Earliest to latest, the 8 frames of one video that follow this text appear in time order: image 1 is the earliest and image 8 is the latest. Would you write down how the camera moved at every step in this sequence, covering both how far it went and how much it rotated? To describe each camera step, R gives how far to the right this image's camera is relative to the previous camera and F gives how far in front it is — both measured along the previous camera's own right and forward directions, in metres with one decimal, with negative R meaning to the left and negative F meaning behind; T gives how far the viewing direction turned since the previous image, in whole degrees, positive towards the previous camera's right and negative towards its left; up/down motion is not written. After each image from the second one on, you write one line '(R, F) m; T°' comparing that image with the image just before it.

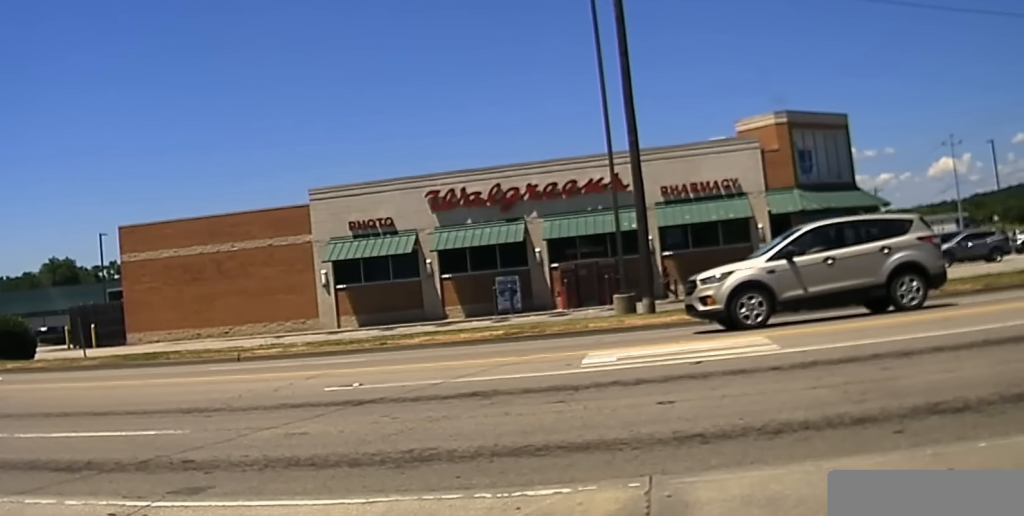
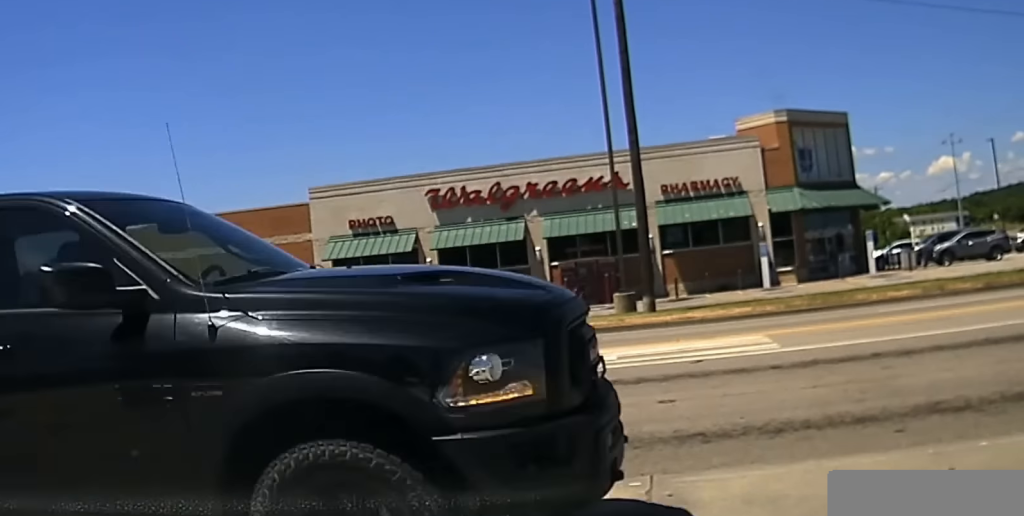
(+0.1, +1.1) m; 0°
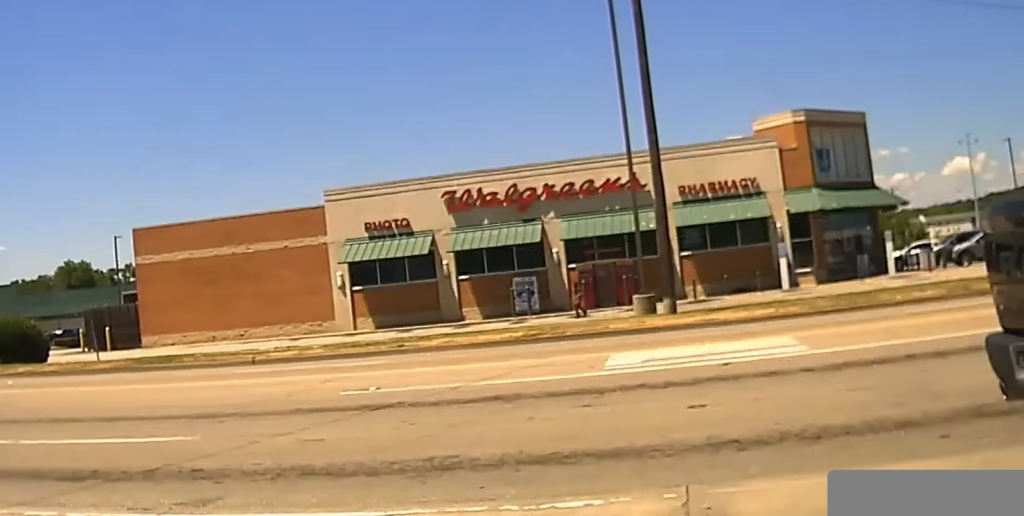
(-0.3, +0.9) m; -9°
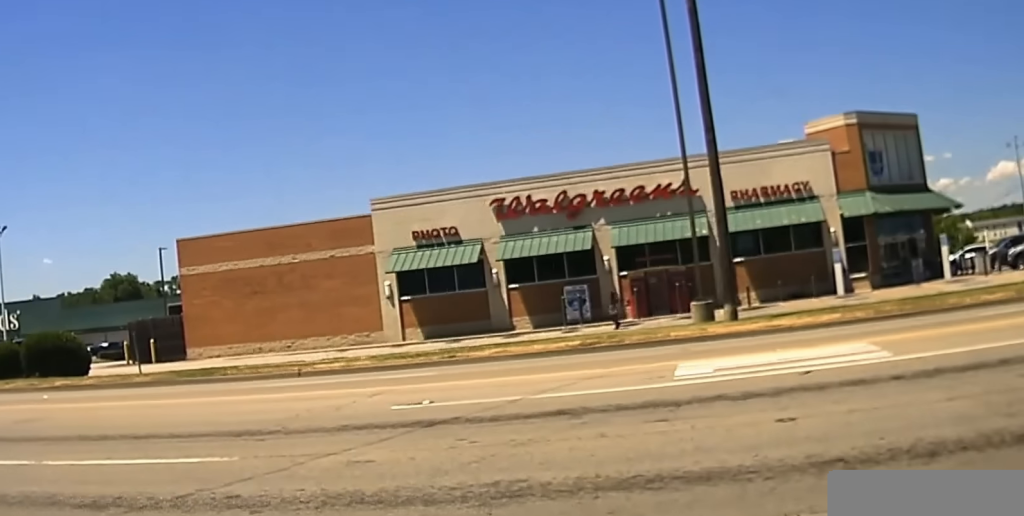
(-0.2, +0.8) m; -9°
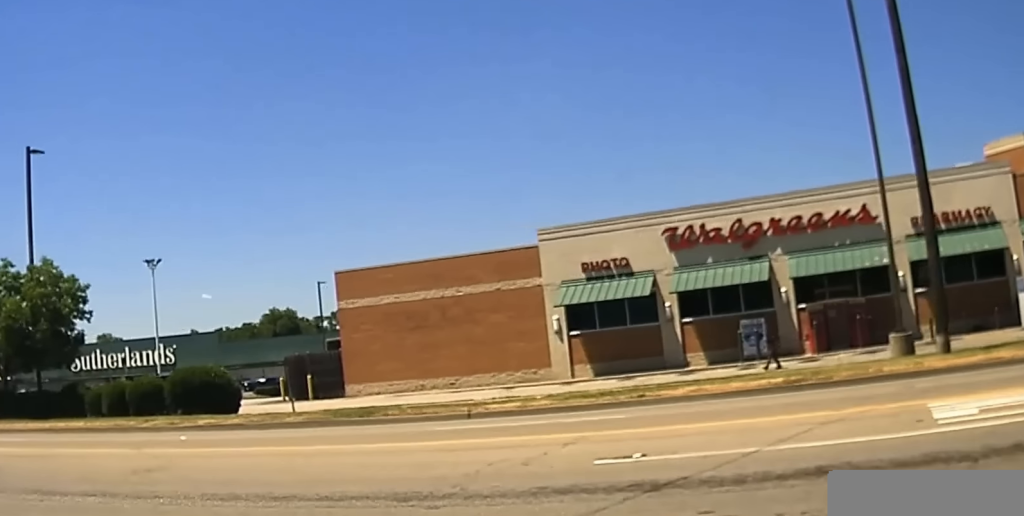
(+0.1, +2.1) m; -6°
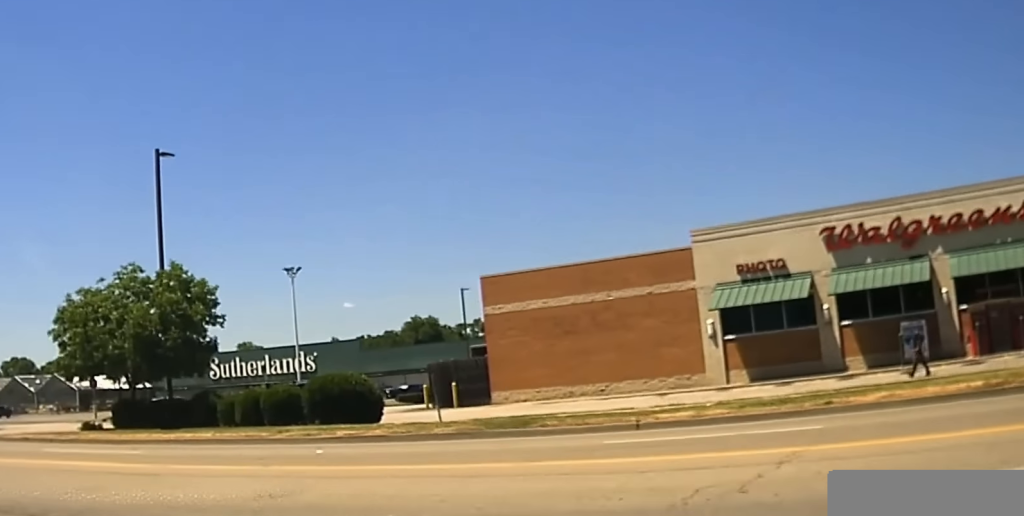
(+0.1, +1.5) m; -5°
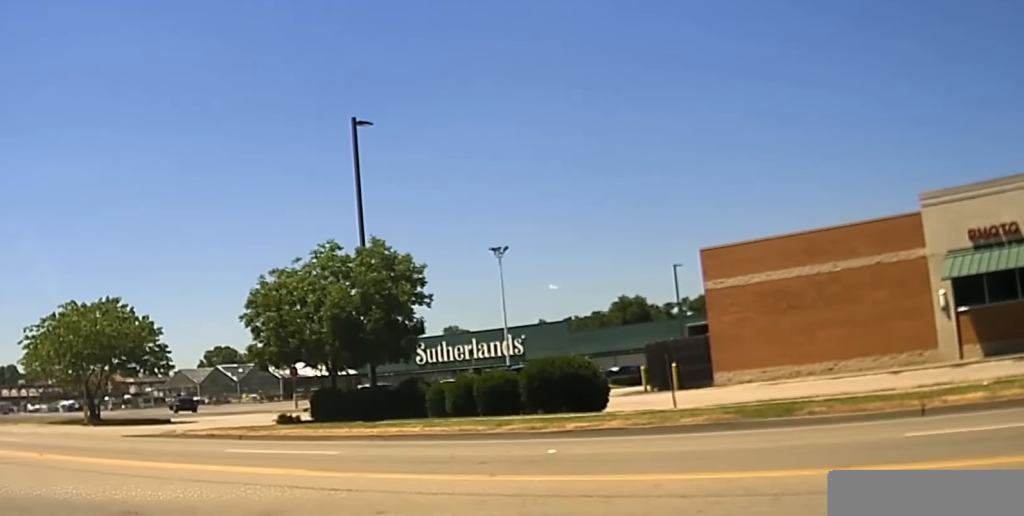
(-0.3, +3.2) m; -13°
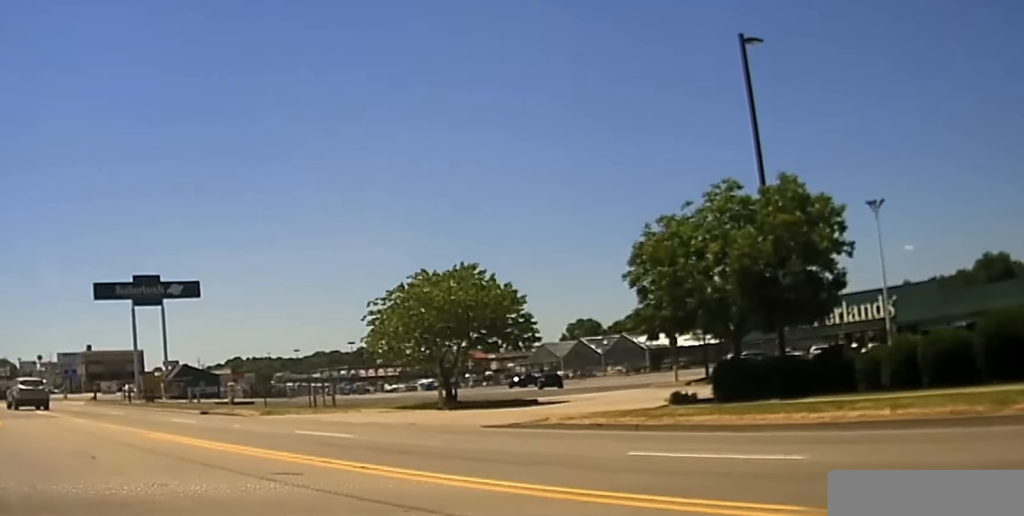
(-1.0, +6.2) m; -15°
